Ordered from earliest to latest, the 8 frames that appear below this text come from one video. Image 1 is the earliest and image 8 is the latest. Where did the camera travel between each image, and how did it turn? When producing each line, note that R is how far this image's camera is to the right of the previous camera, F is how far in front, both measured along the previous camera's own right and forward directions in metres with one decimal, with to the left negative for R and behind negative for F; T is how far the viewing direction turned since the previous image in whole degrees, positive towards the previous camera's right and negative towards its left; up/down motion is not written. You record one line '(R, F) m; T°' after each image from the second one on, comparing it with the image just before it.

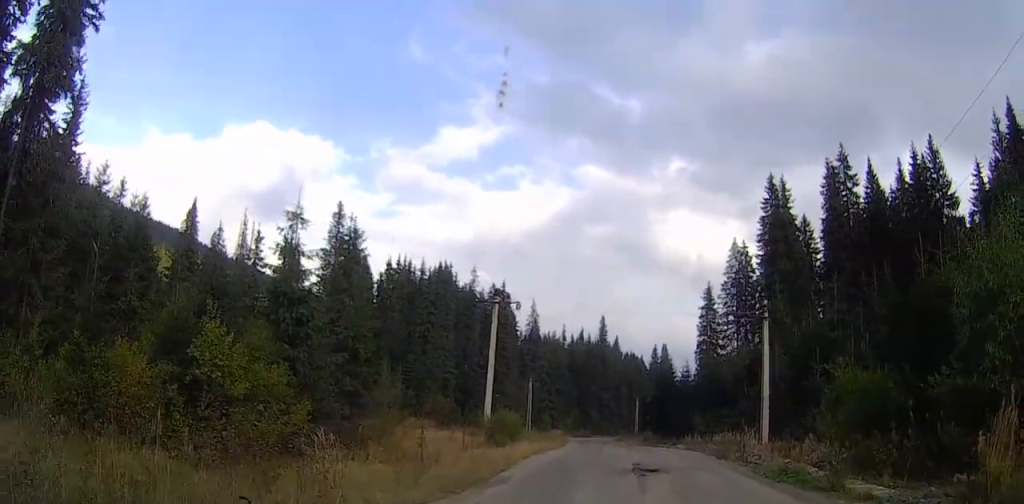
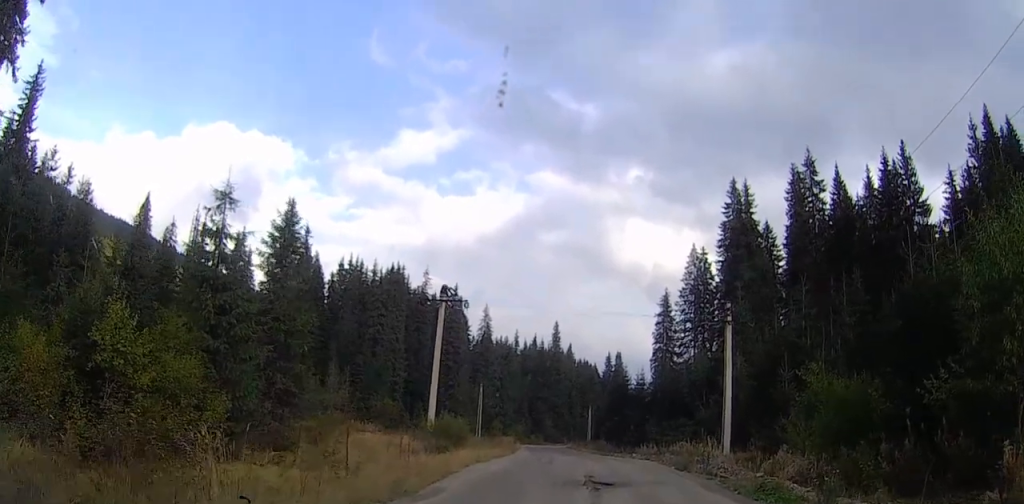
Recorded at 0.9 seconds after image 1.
(0.0, +3.5) m; 0°
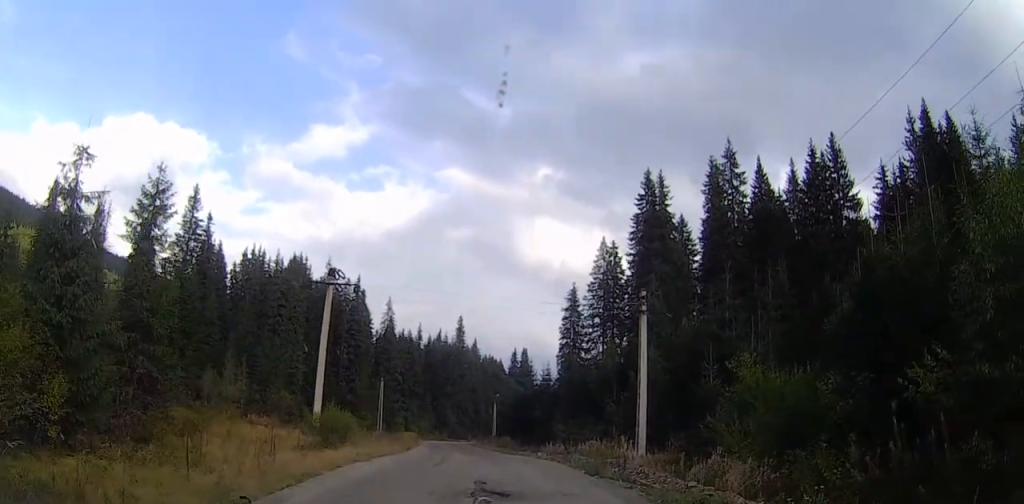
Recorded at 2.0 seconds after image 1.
(0.0, +3.9) m; 0°
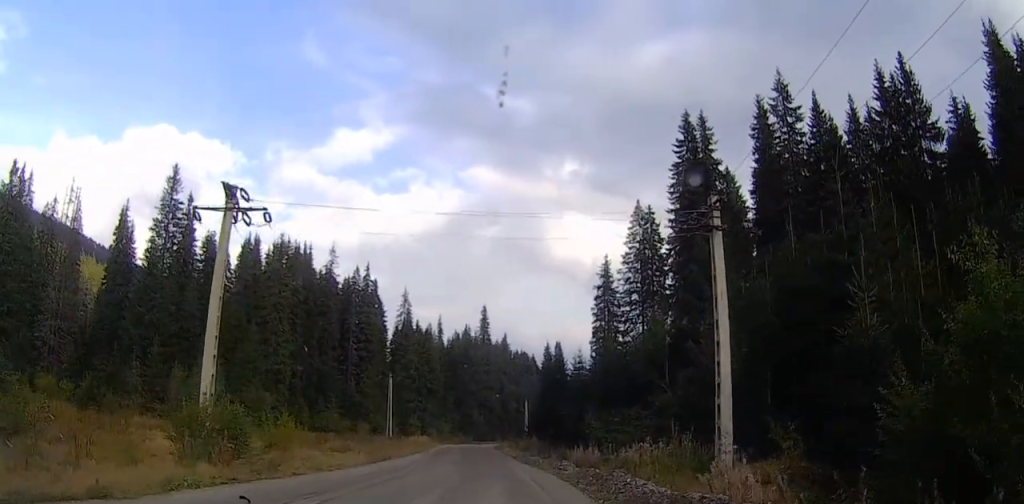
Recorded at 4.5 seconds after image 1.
(0.0, +14.0) m; 0°
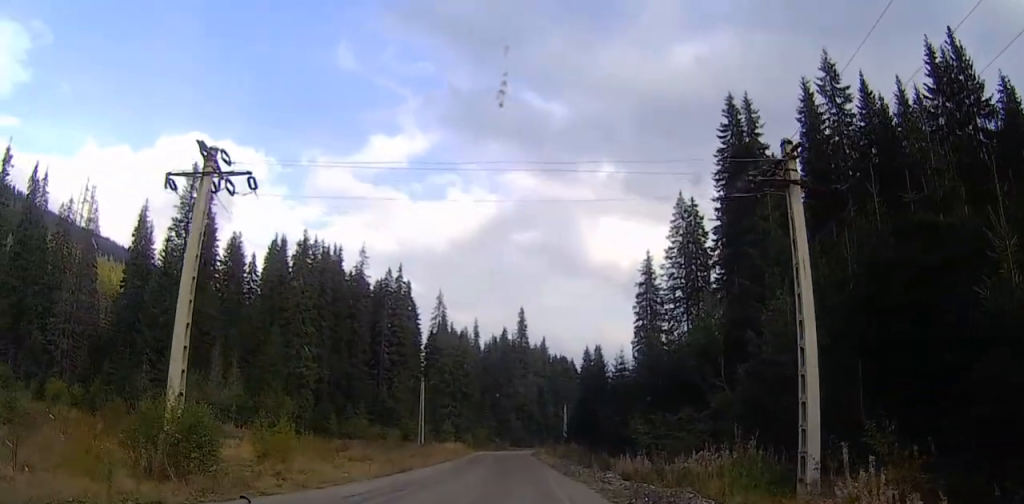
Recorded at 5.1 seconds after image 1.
(0.0, +4.7) m; 0°
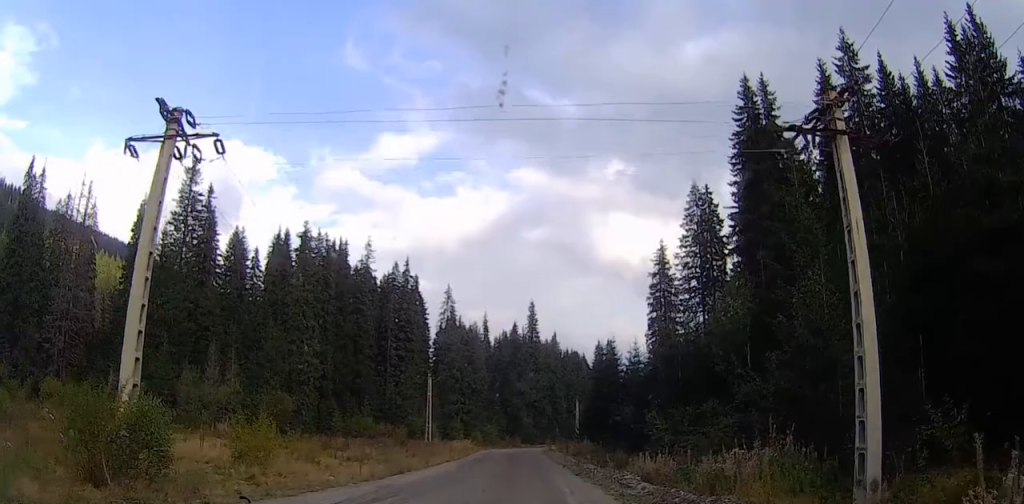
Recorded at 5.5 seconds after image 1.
(0.0, +3.2) m; -2°
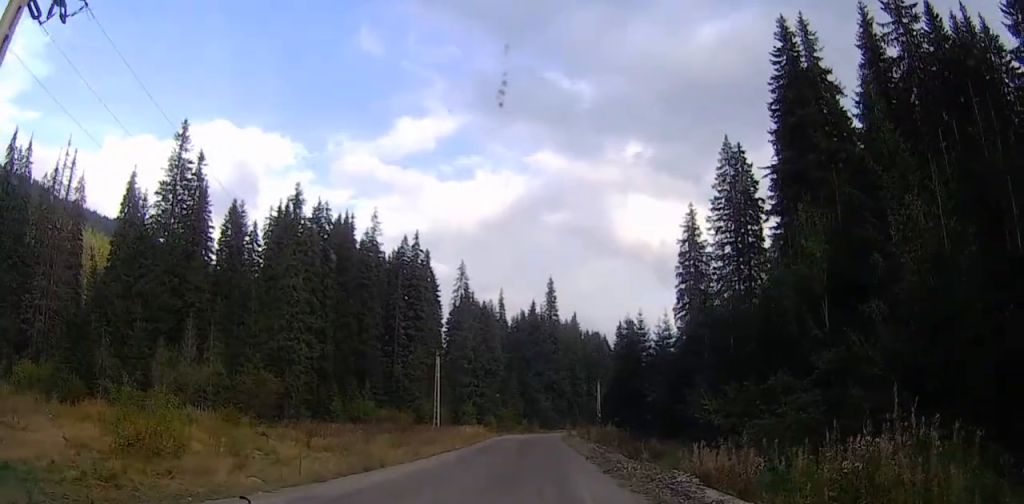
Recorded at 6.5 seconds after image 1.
(-0.3, +7.7) m; -5°
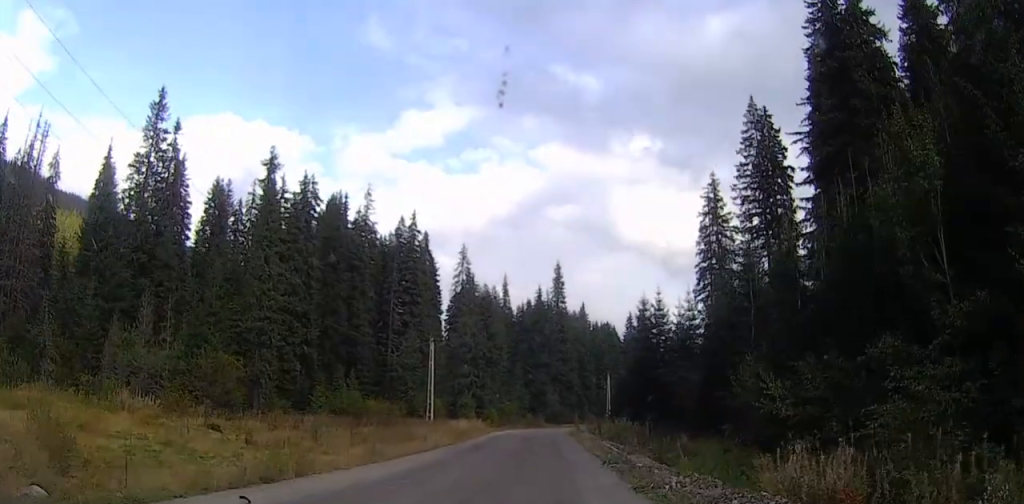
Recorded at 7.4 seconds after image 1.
(-0.4, +8.1) m; -1°
